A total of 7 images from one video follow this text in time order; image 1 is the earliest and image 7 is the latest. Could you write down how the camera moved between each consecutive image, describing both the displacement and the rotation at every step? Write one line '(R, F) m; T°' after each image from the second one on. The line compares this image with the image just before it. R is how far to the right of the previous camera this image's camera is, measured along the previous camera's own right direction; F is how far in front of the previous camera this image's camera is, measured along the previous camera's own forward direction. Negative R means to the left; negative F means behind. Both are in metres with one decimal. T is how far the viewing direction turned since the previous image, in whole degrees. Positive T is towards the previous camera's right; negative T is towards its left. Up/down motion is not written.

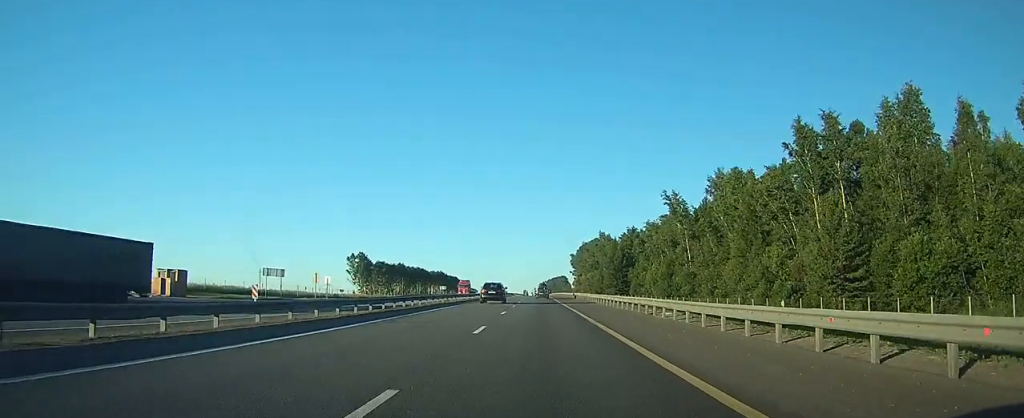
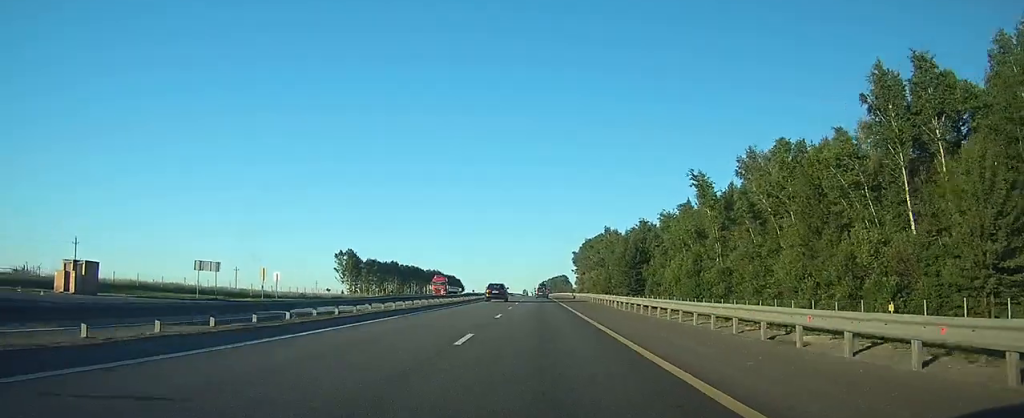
(0.0, +15.1) m; 0°
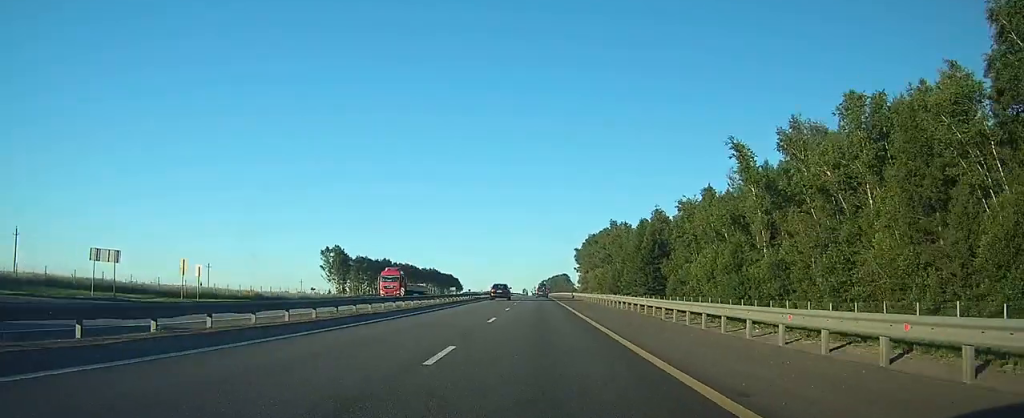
(0.0, +15.1) m; 0°
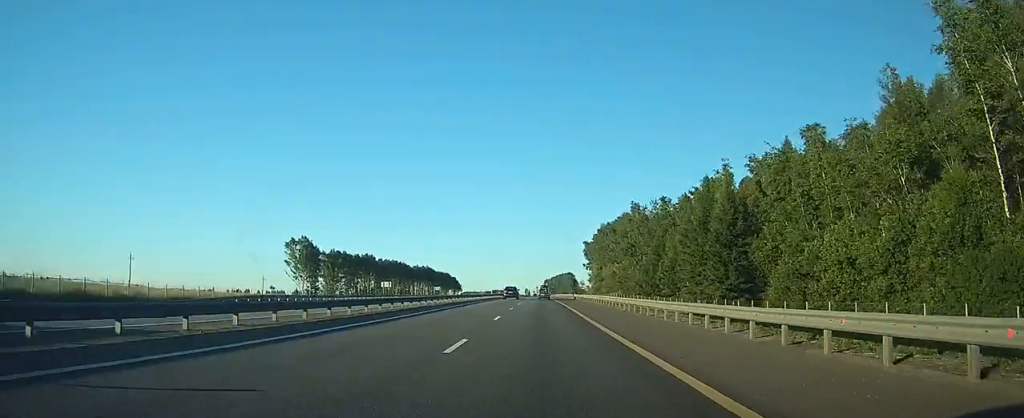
(+0.1, +33.9) m; 0°
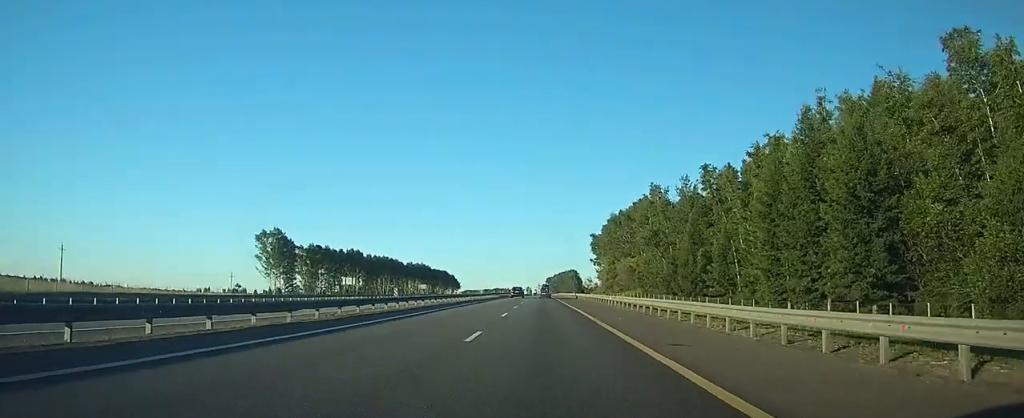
(0.0, +21.4) m; 0°
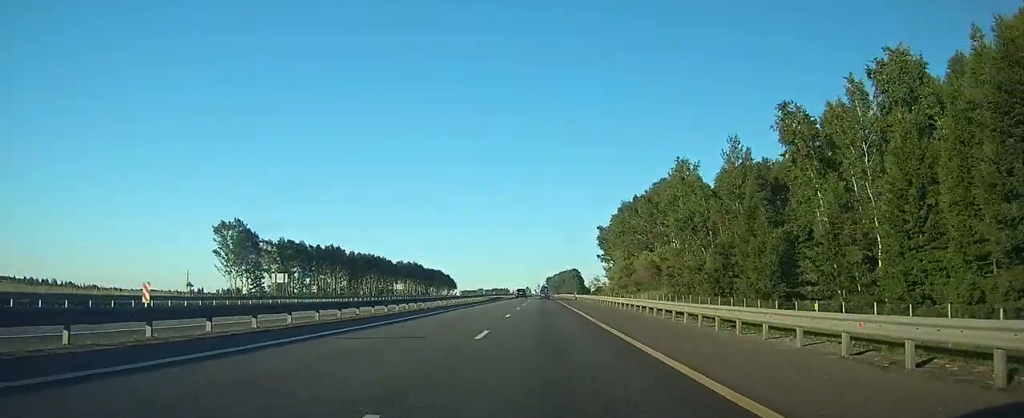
(0.0, +22.1) m; 0°
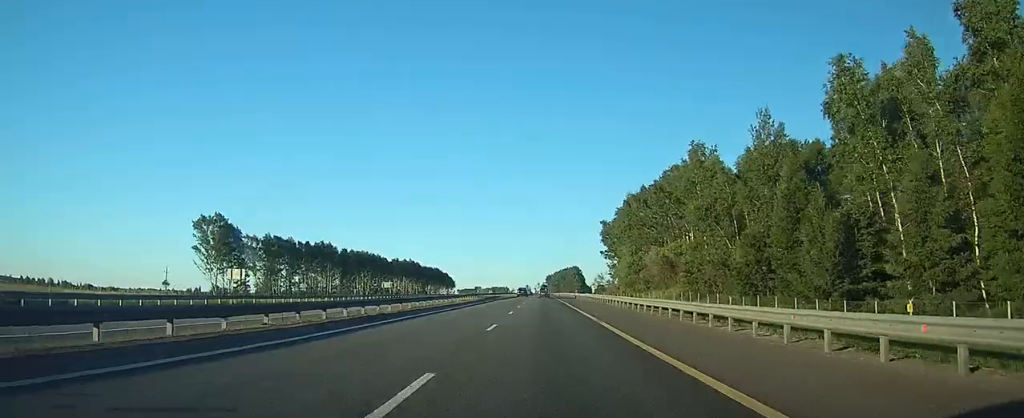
(+0.1, +9.0) m; 0°
